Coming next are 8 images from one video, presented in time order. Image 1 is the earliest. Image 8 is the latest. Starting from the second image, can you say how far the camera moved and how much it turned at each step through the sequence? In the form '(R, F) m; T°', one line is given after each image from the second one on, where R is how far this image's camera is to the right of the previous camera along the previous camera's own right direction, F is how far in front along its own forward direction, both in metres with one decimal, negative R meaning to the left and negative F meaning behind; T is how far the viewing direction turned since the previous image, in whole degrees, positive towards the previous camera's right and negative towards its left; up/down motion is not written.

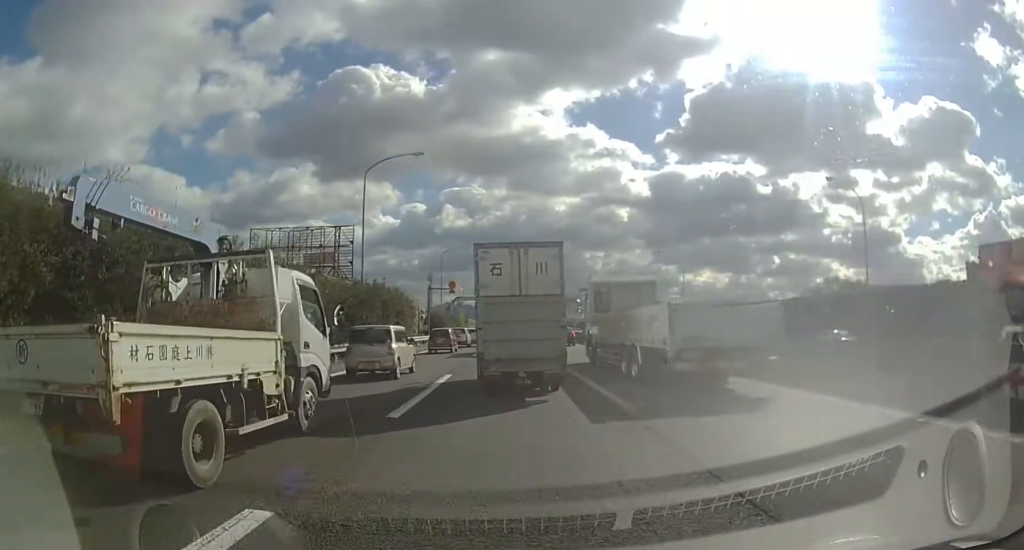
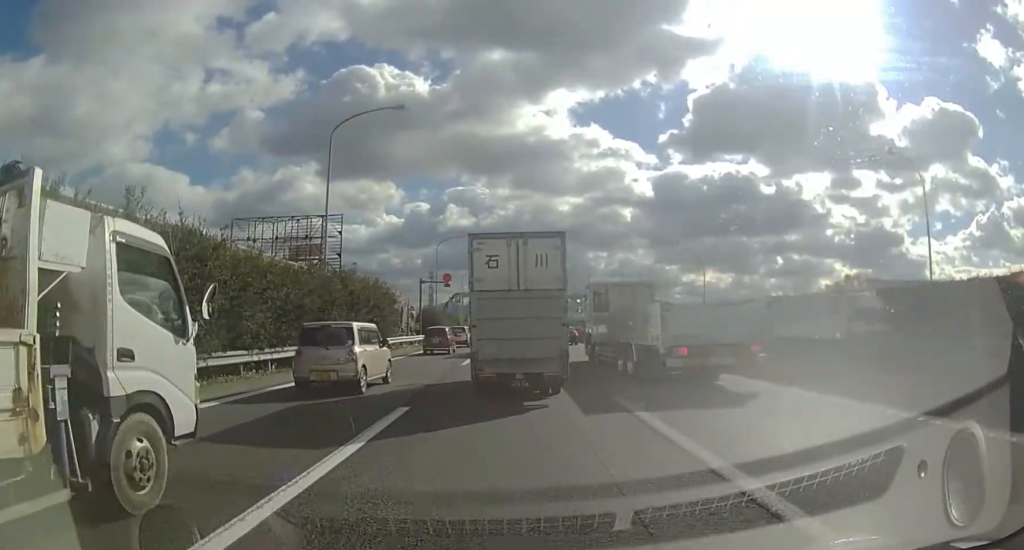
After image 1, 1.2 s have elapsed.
(-0.1, +7.9) m; -1°
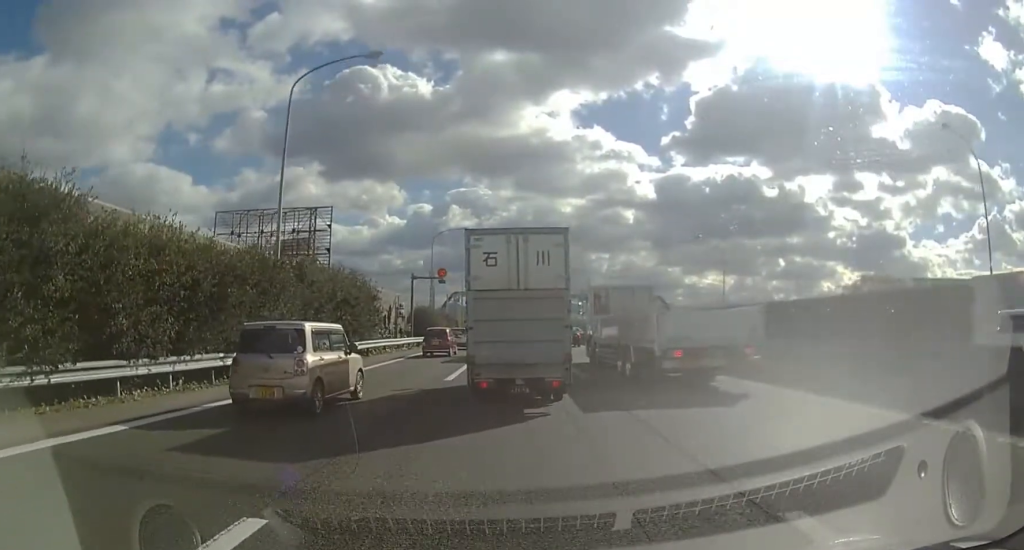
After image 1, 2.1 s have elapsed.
(0.0, +6.2) m; 0°
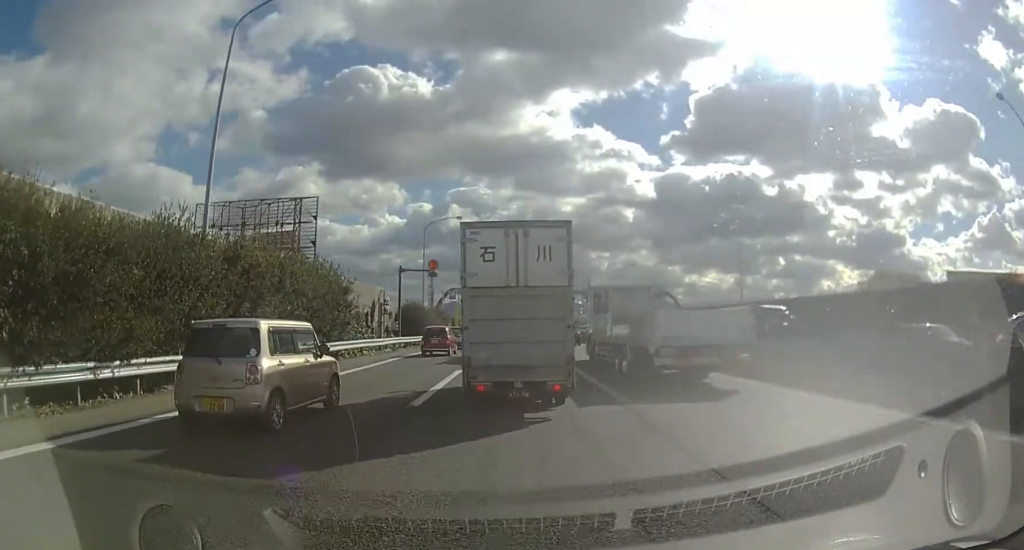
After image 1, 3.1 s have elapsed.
(0.0, +5.8) m; 0°
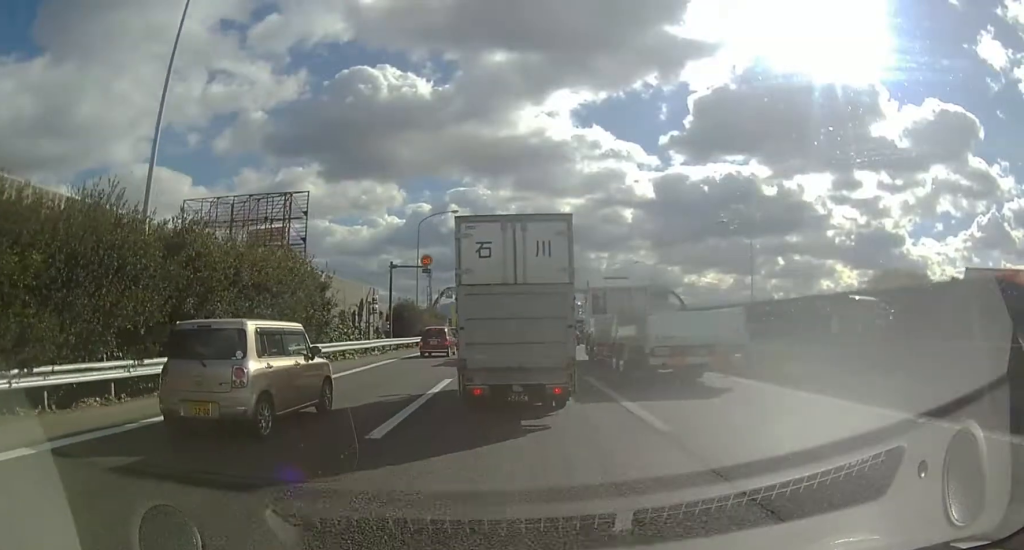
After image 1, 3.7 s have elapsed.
(0.0, +3.6) m; 0°
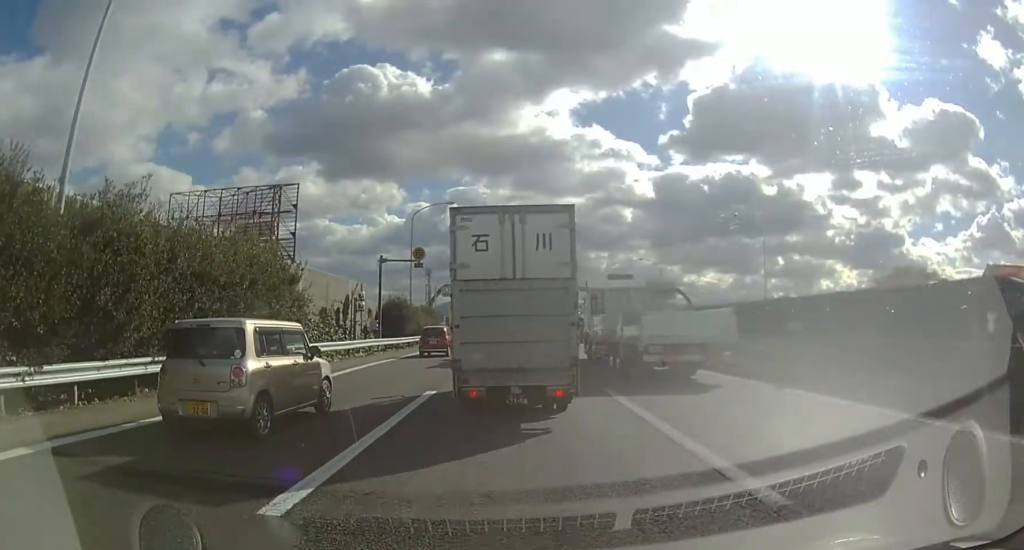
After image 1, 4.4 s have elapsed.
(0.0, +4.0) m; 0°
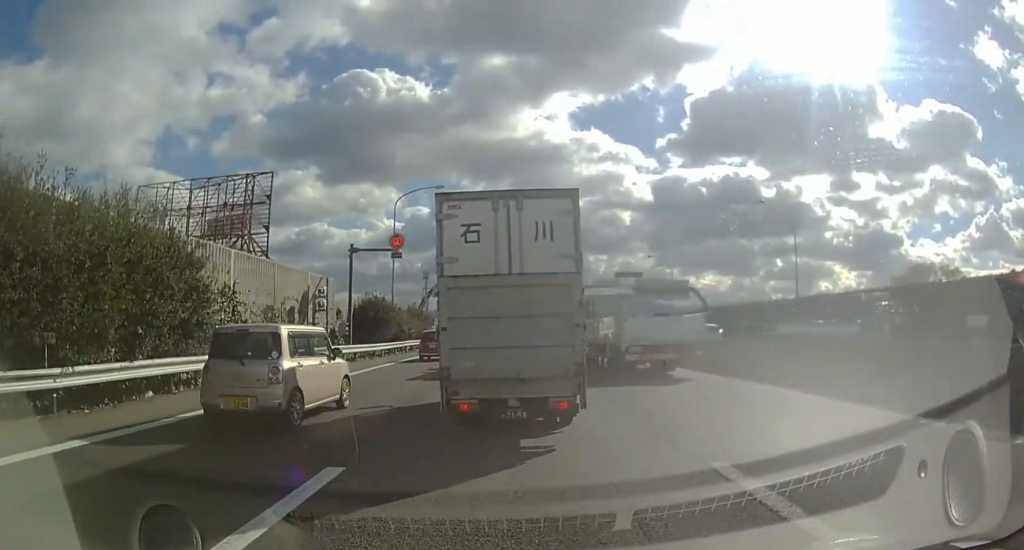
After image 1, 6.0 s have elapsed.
(+0.1, +7.4) m; +2°
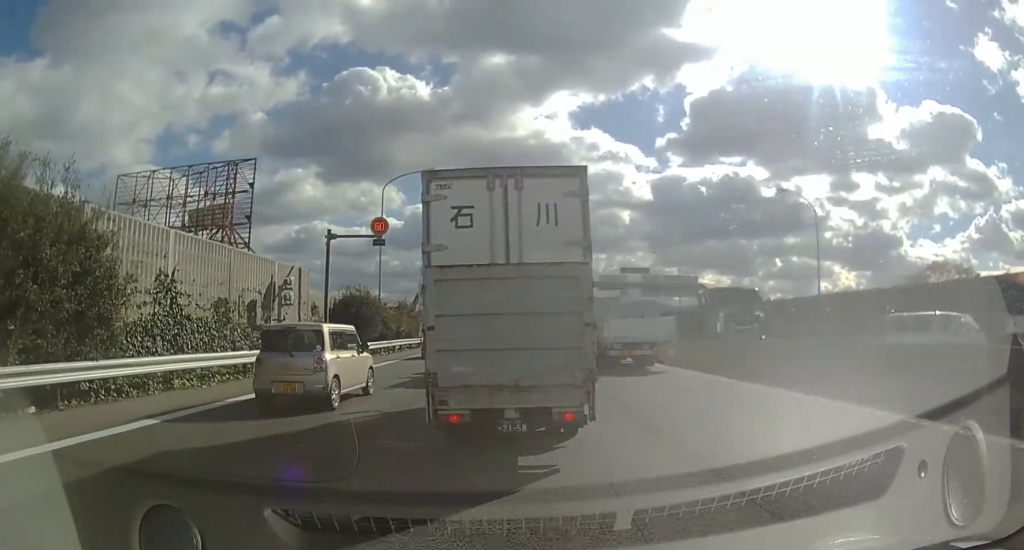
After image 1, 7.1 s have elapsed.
(+0.1, +4.6) m; +1°
